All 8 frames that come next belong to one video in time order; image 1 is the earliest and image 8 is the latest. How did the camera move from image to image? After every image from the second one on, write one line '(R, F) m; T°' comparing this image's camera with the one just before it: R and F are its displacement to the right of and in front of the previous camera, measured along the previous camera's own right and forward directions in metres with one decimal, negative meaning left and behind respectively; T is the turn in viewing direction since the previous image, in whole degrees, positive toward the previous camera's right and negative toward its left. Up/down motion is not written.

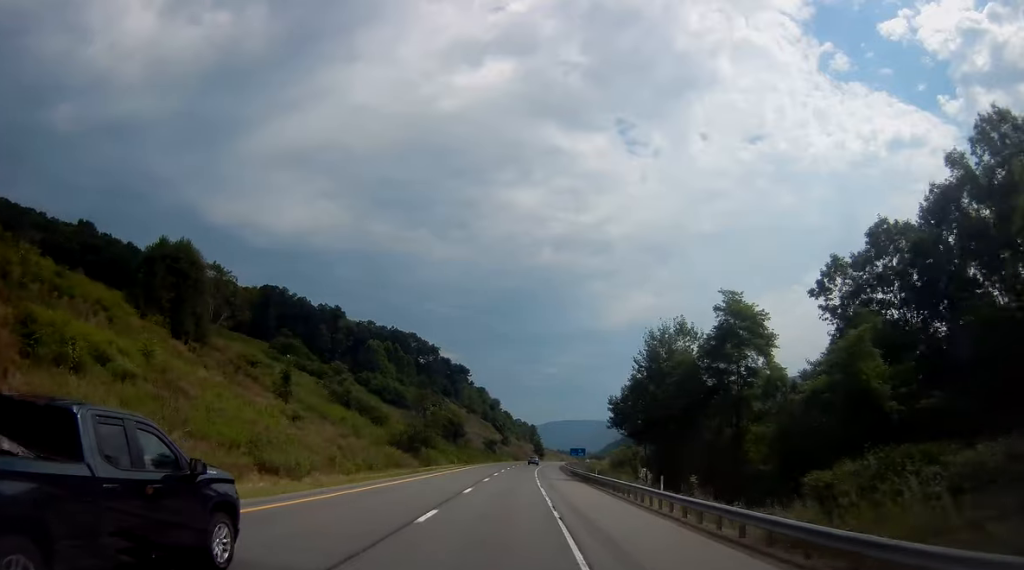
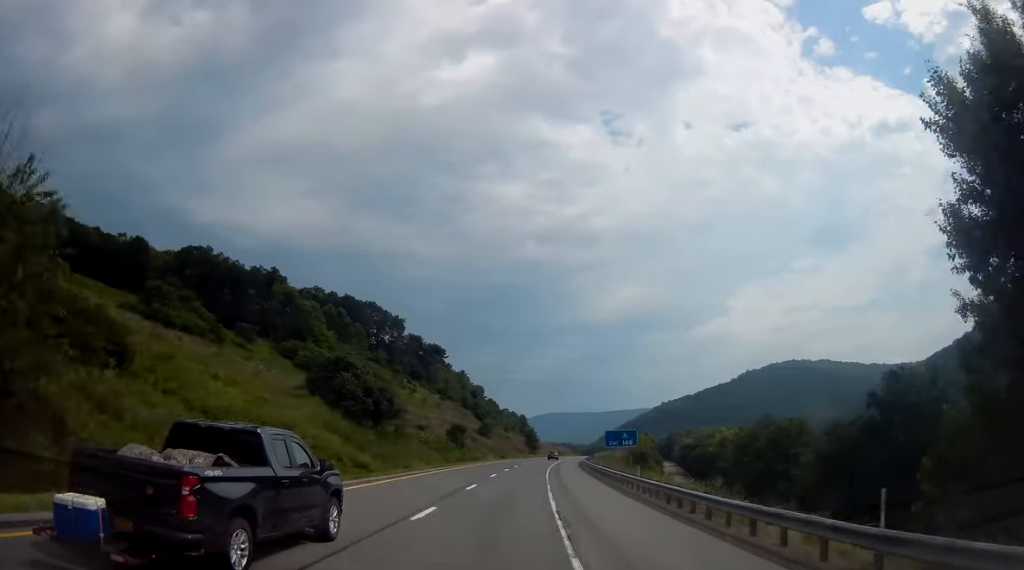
(-0.5, +61.4) m; 0°
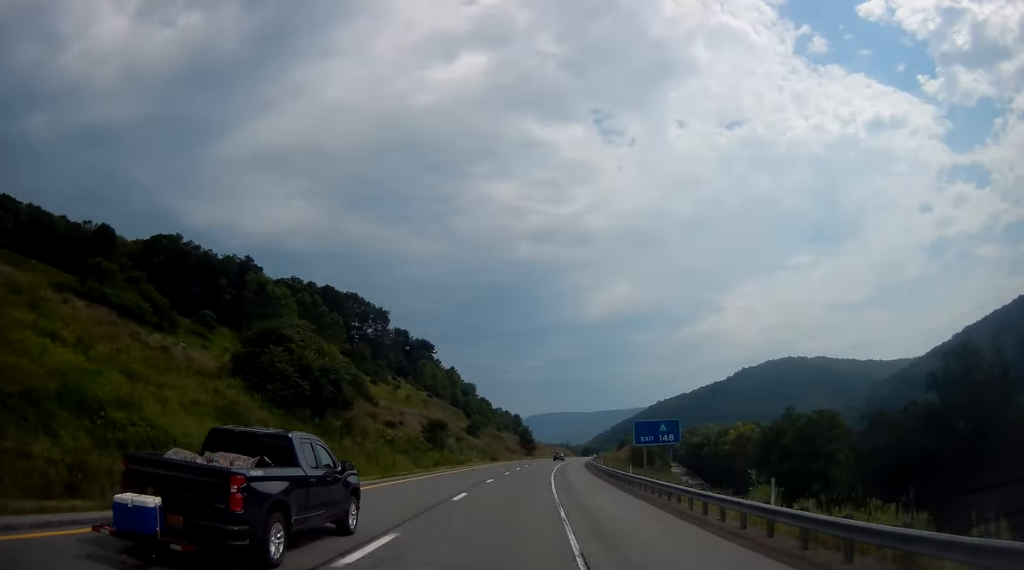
(0.0, +18.0) m; 0°
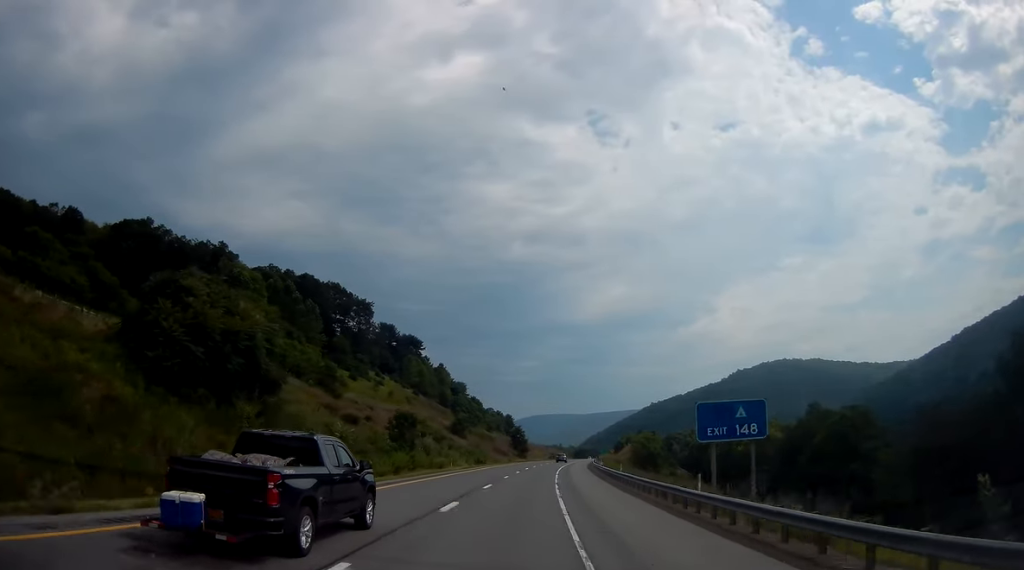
(+0.1, +15.9) m; +1°
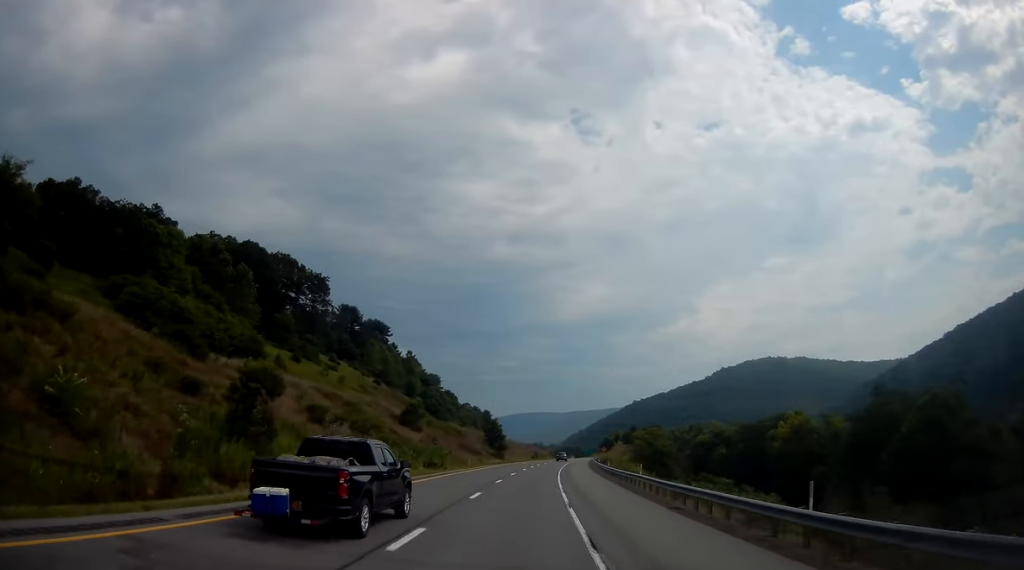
(+0.5, +31.8) m; +2°
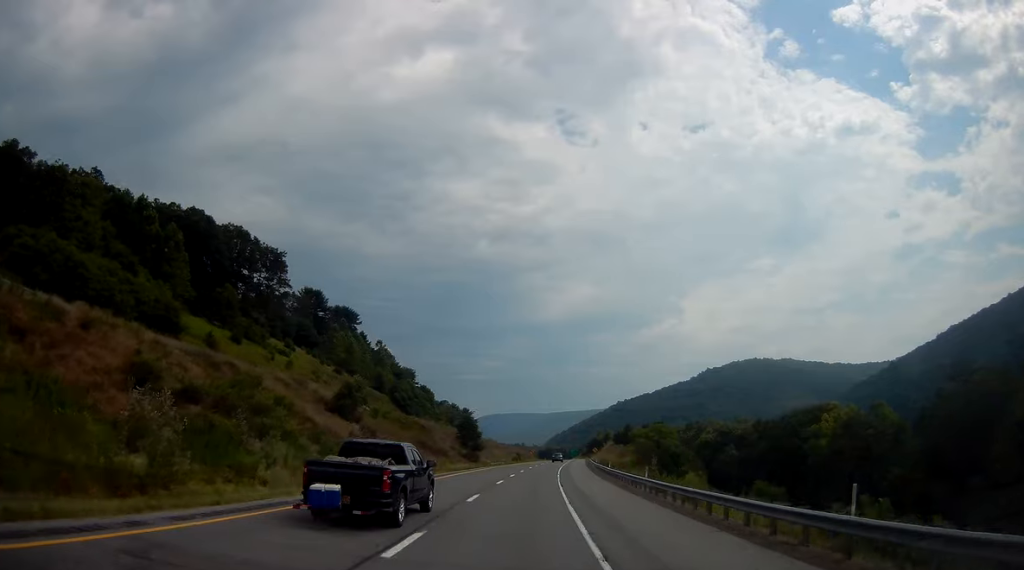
(+0.3, +25.0) m; +1°
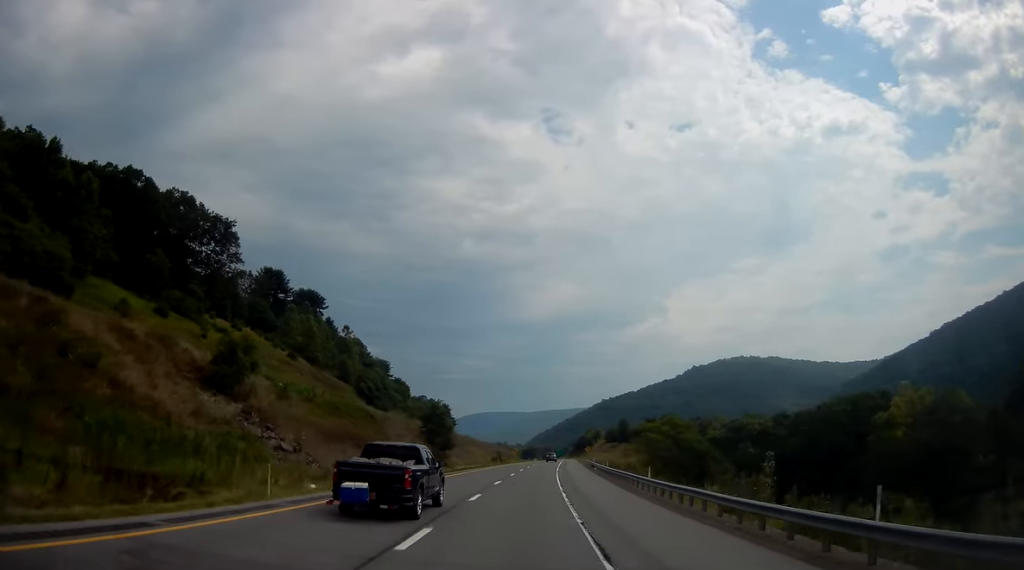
(+0.2, +24.2) m; +2°
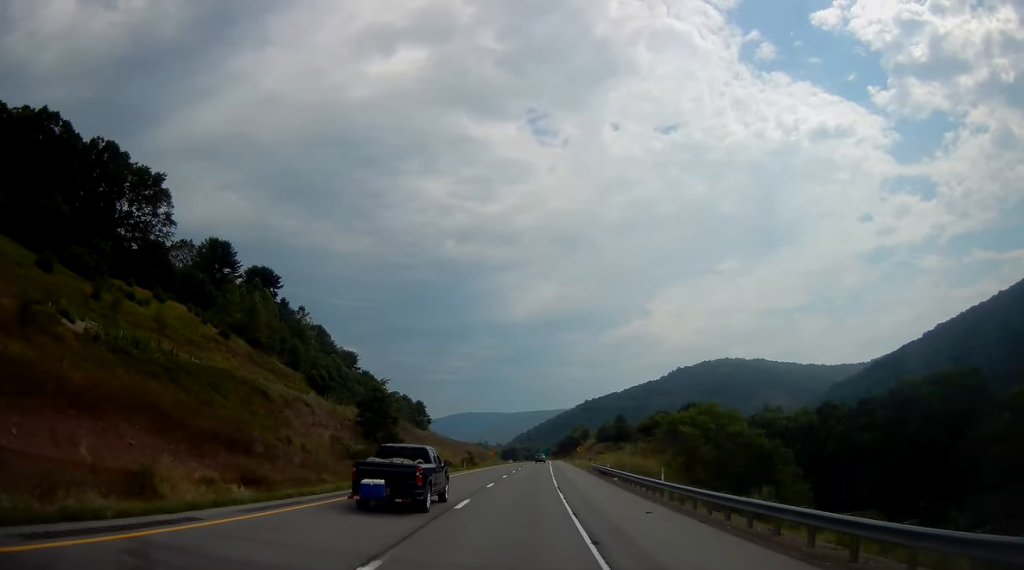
(+0.7, +28.7) m; +1°
